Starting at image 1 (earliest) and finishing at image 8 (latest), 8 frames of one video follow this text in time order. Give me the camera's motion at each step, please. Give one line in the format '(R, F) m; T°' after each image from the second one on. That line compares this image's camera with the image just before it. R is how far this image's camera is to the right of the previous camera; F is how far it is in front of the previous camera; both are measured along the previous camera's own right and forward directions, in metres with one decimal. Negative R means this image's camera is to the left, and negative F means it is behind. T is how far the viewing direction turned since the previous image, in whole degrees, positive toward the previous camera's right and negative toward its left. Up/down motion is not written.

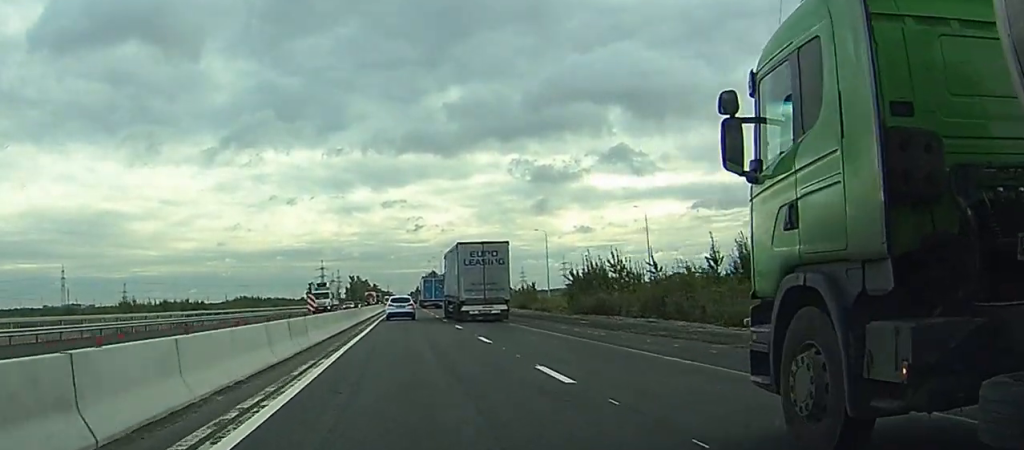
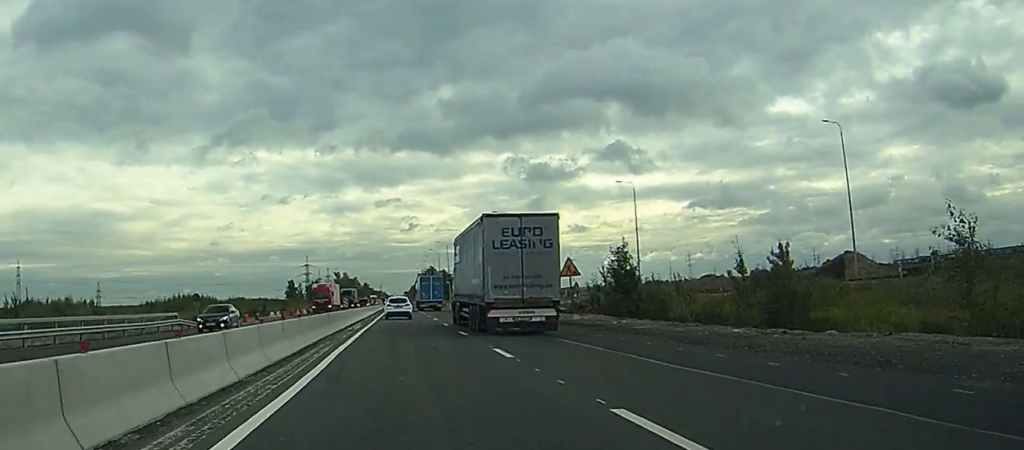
(-0.3, +76.2) m; 0°
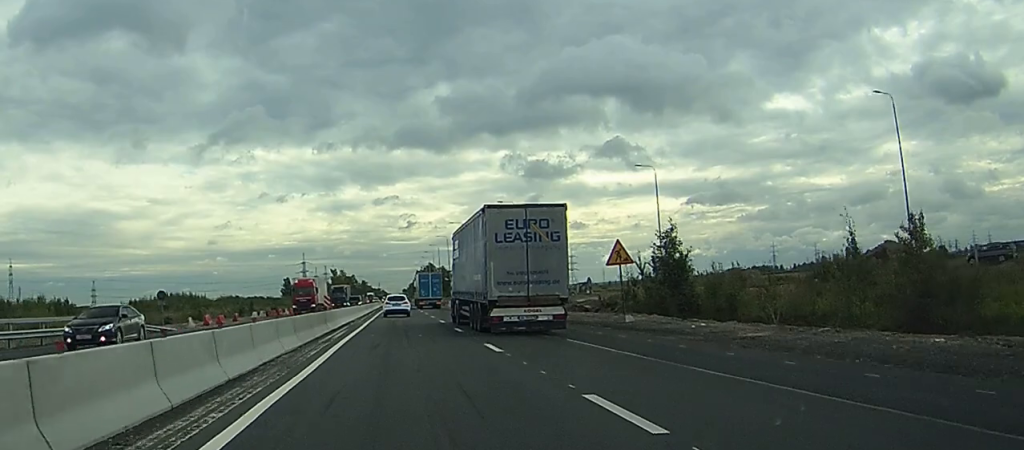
(0.0, +10.8) m; 0°
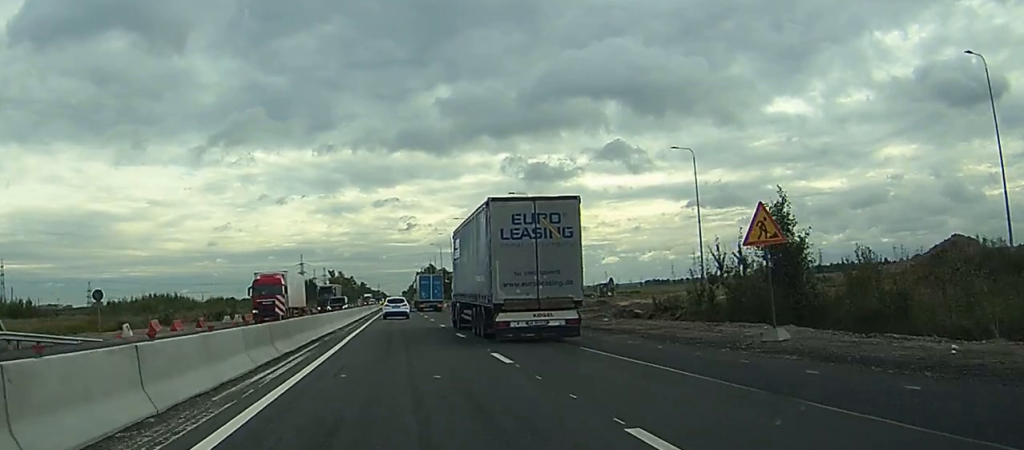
(+0.1, +14.2) m; 0°
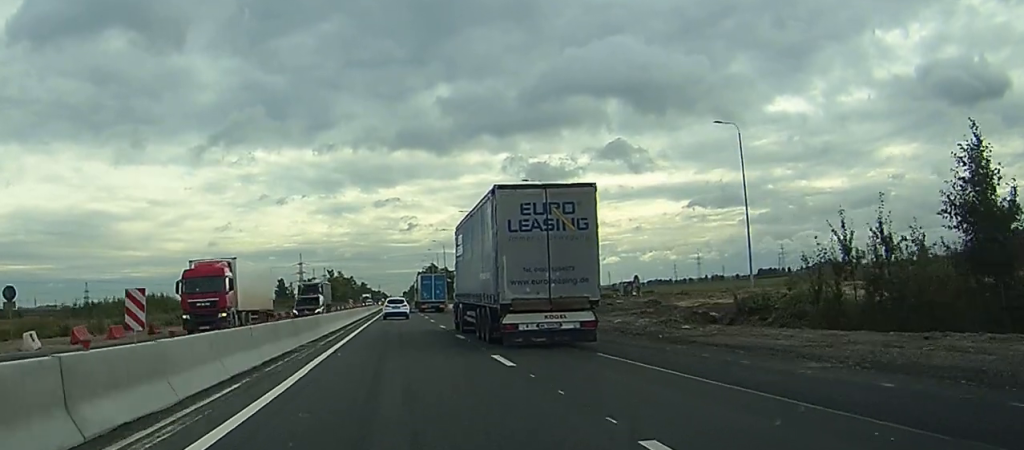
(+0.1, +12.6) m; 0°
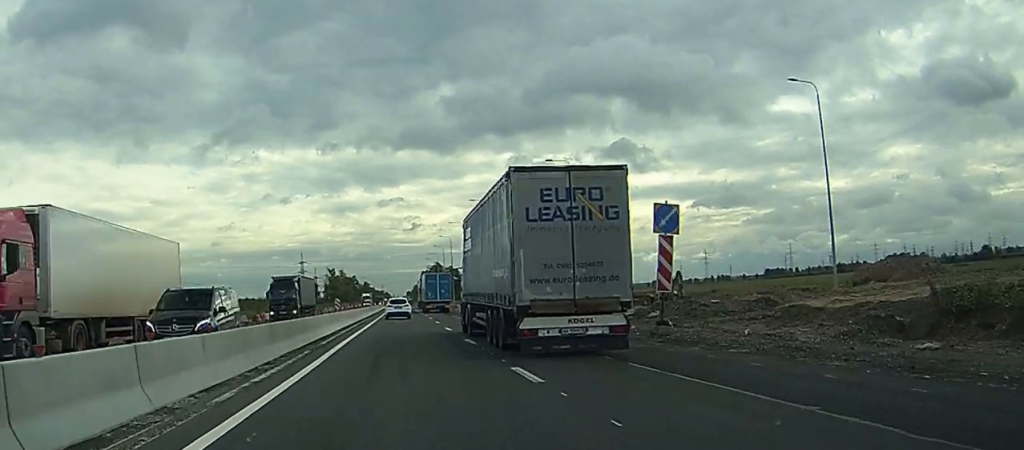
(0.0, +15.1) m; 0°
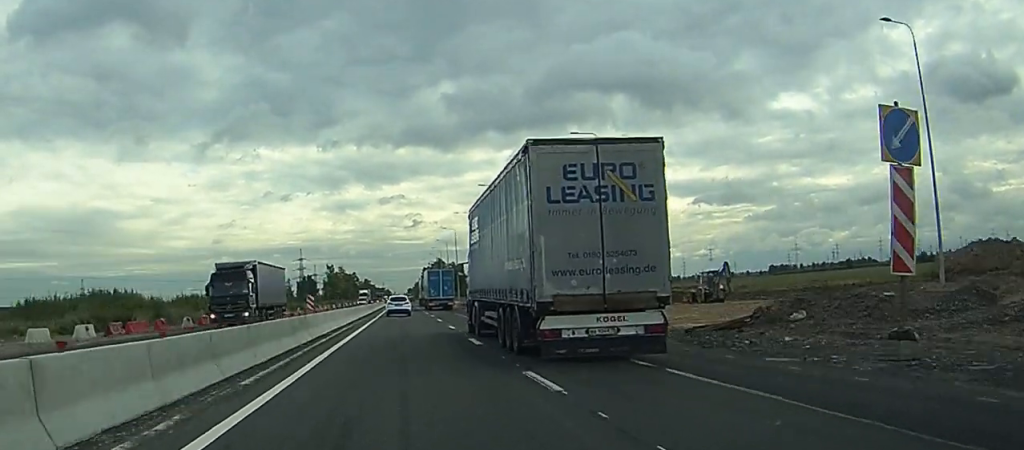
(0.0, +13.4) m; 0°
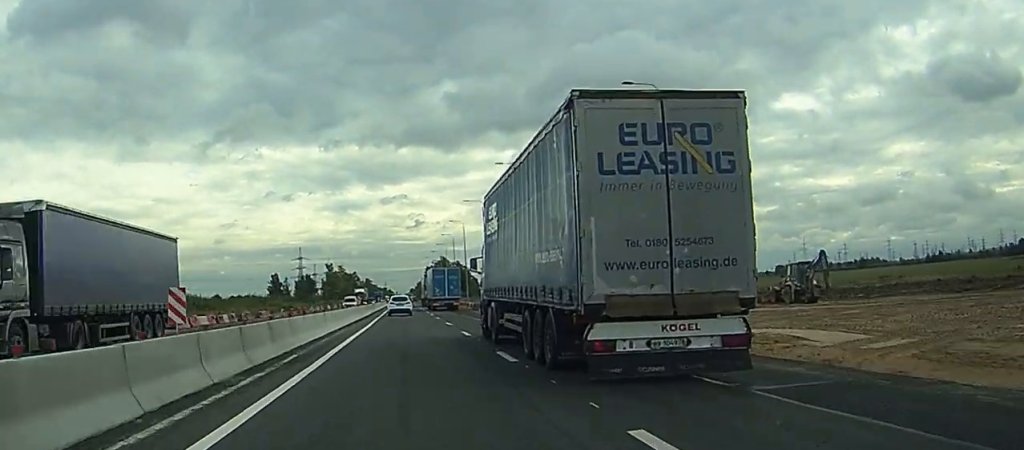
(0.0, +18.5) m; 0°
